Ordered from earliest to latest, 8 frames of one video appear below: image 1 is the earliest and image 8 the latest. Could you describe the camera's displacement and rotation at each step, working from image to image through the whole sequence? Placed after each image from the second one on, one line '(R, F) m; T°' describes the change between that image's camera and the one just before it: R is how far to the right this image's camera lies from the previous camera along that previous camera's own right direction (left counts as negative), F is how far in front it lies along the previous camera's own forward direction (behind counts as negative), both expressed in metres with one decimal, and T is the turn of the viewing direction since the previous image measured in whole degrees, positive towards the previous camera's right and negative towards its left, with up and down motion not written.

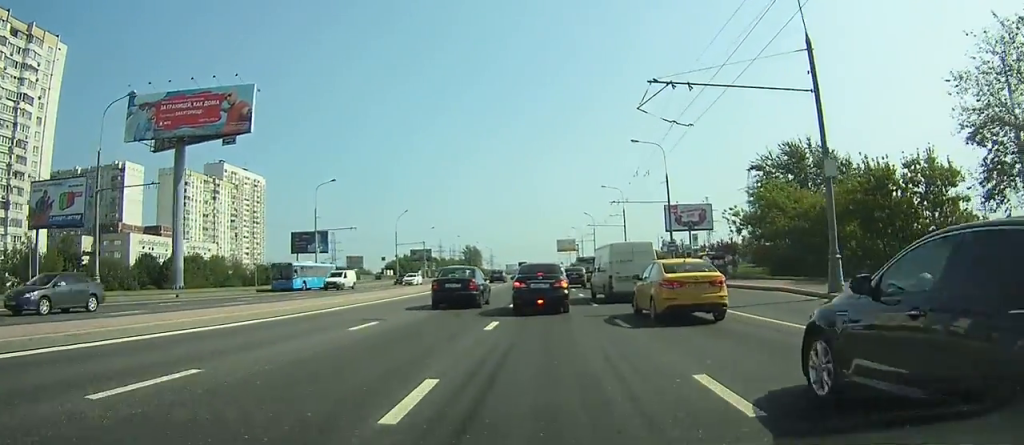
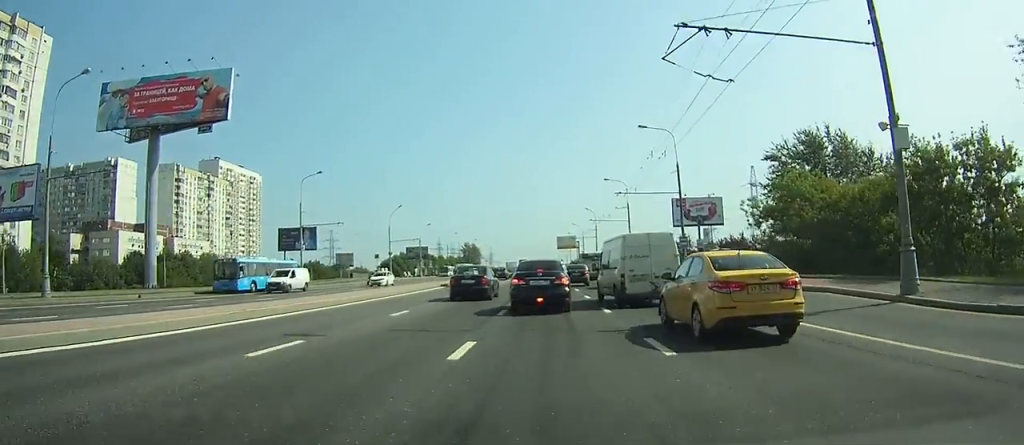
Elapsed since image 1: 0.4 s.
(0.0, +4.4) m; 0°
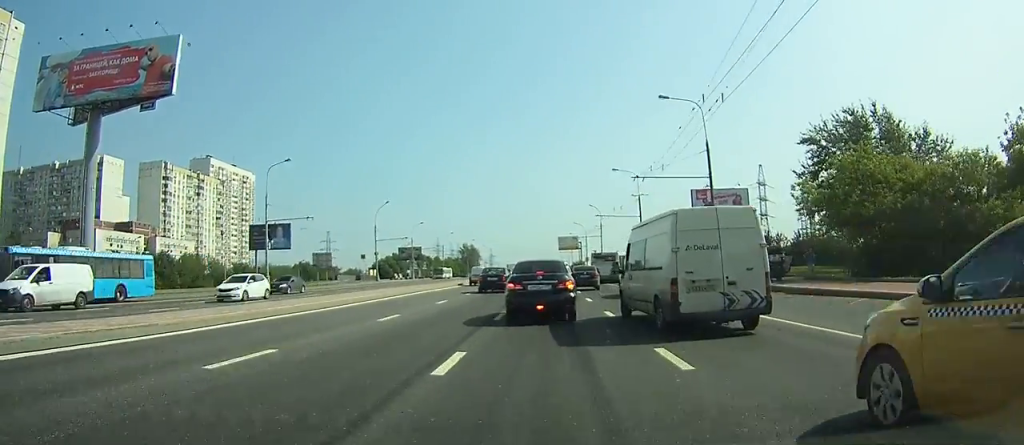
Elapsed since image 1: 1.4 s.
(-0.1, +8.9) m; -1°
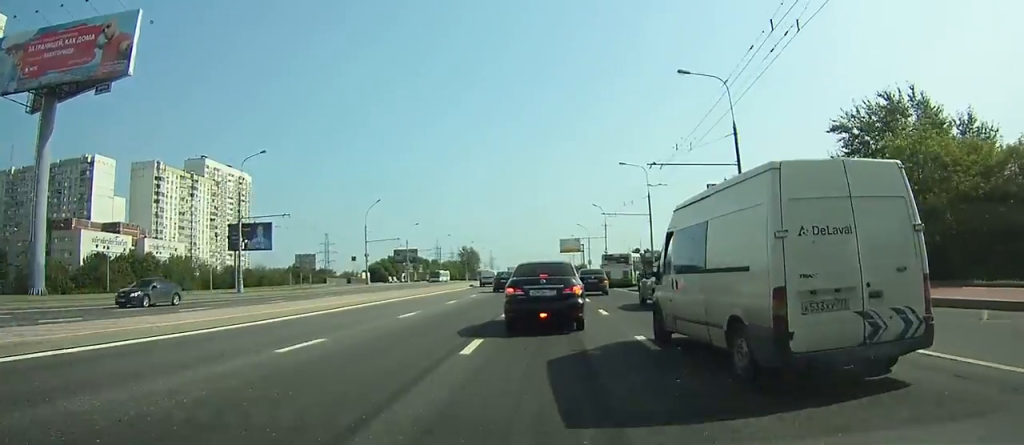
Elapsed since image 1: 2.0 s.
(0.0, +5.7) m; 0°
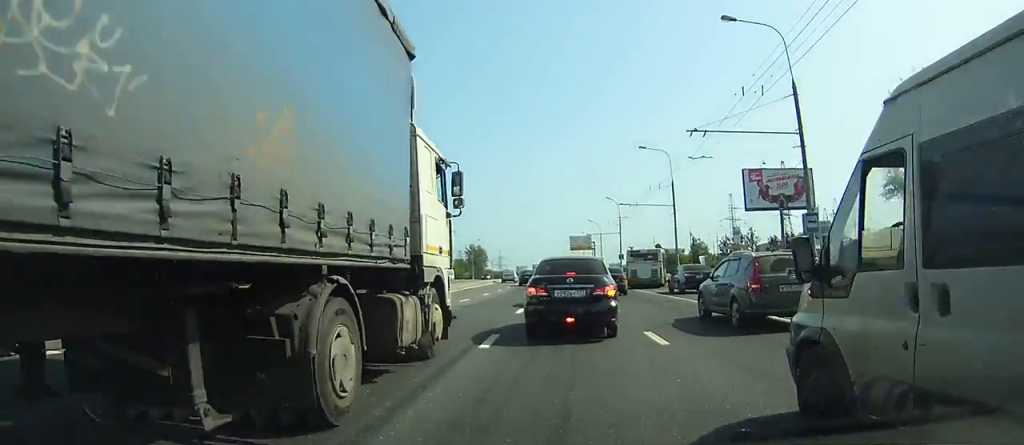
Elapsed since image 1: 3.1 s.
(0.0, +8.0) m; +1°
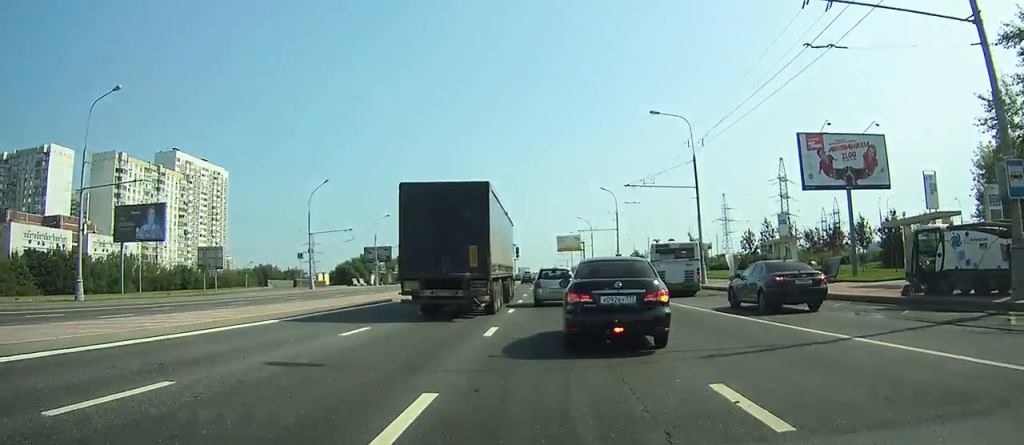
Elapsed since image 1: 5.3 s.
(+0.1, +14.2) m; +2°
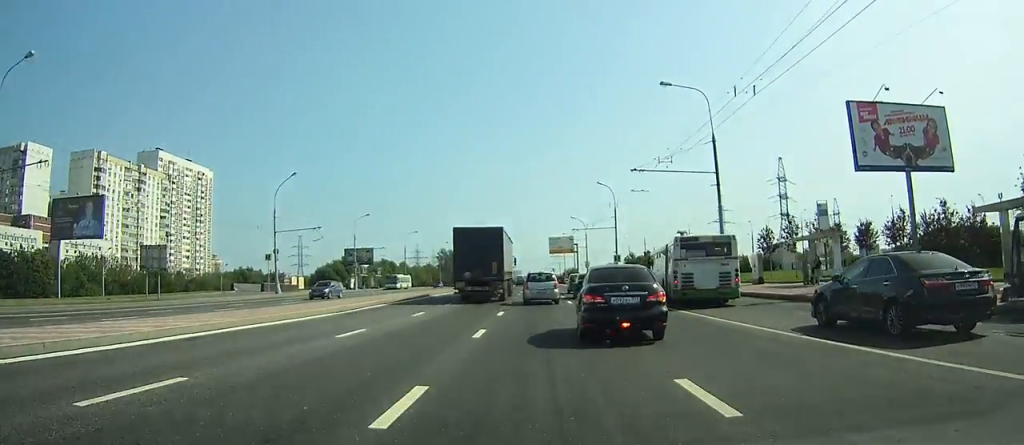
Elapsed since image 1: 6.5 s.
(+0.1, +7.7) m; +1°
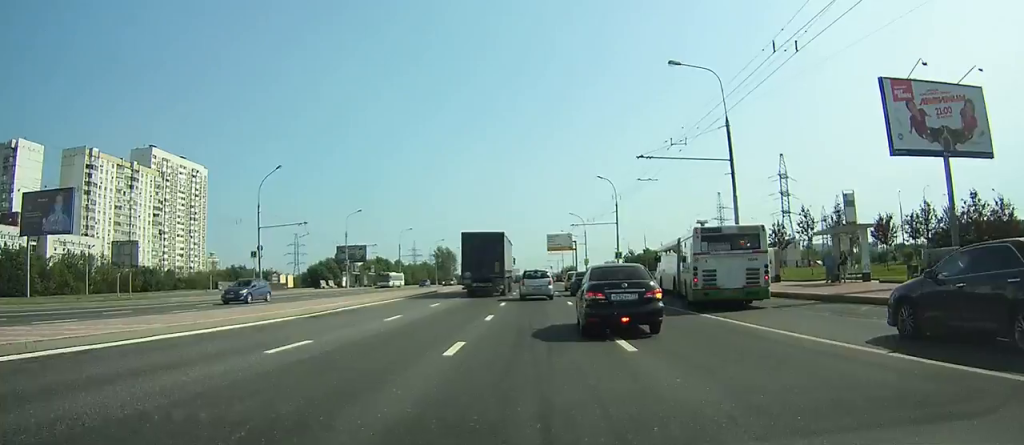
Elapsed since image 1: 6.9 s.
(0.0, +3.2) m; 0°
